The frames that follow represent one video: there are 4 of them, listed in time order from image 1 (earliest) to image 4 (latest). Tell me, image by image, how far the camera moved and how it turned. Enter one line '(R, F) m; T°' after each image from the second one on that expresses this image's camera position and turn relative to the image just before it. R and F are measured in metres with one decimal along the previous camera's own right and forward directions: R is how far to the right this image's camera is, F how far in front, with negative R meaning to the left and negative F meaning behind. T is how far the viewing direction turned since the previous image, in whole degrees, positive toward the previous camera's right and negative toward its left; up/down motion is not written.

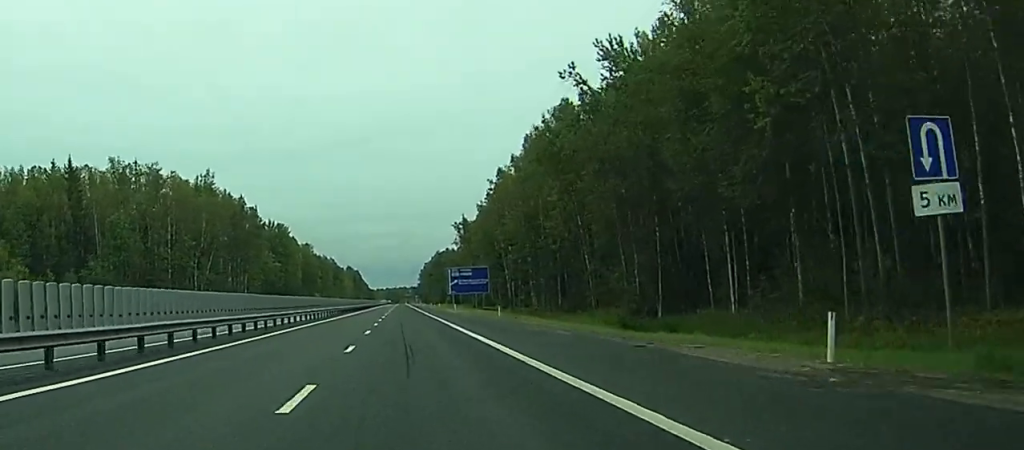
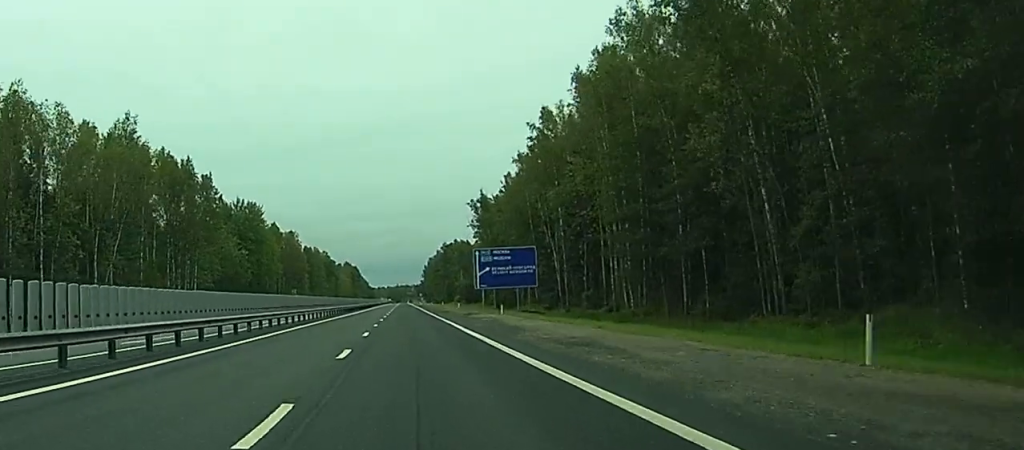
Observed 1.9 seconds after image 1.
(0.0, +49.9) m; 0°
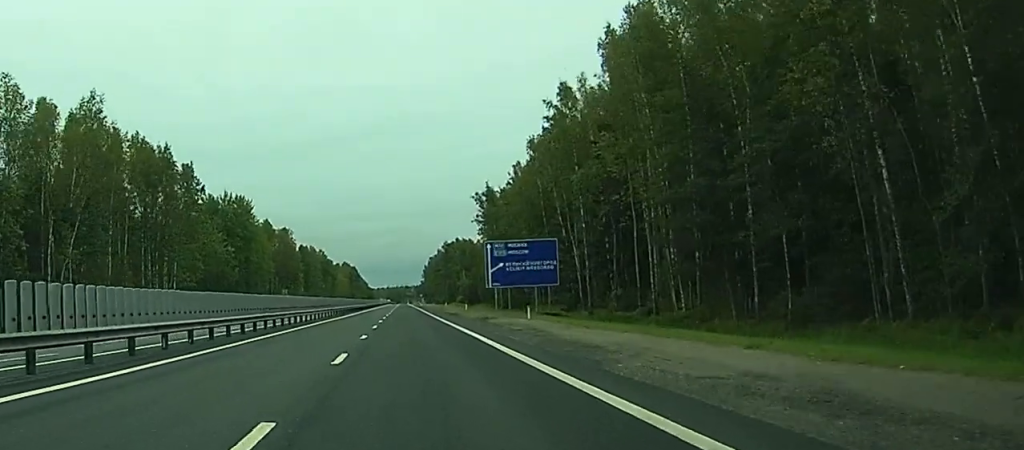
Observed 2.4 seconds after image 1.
(0.0, +13.3) m; 0°
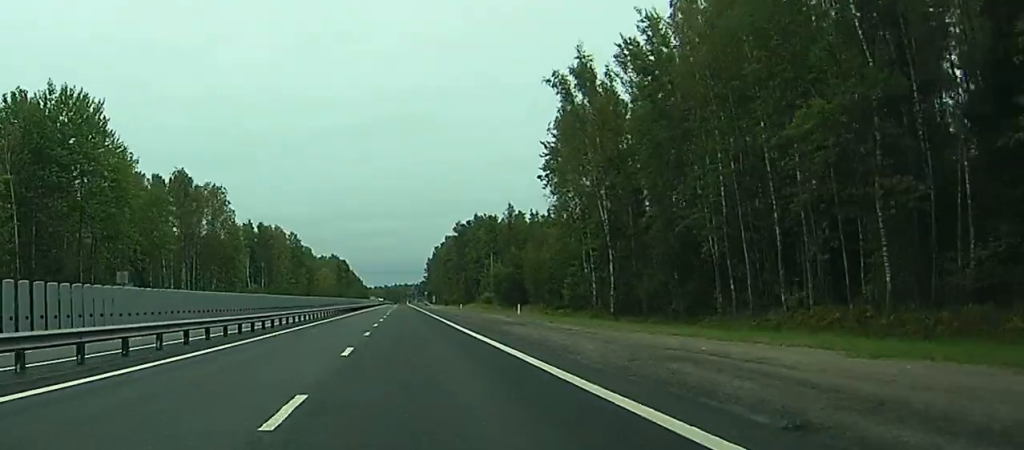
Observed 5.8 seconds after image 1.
(+0.4, +92.7) m; 0°
